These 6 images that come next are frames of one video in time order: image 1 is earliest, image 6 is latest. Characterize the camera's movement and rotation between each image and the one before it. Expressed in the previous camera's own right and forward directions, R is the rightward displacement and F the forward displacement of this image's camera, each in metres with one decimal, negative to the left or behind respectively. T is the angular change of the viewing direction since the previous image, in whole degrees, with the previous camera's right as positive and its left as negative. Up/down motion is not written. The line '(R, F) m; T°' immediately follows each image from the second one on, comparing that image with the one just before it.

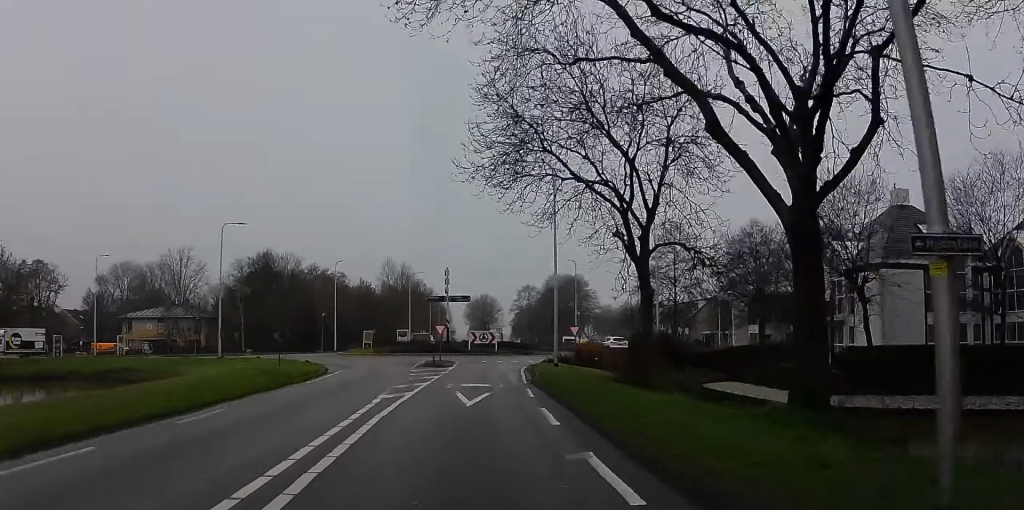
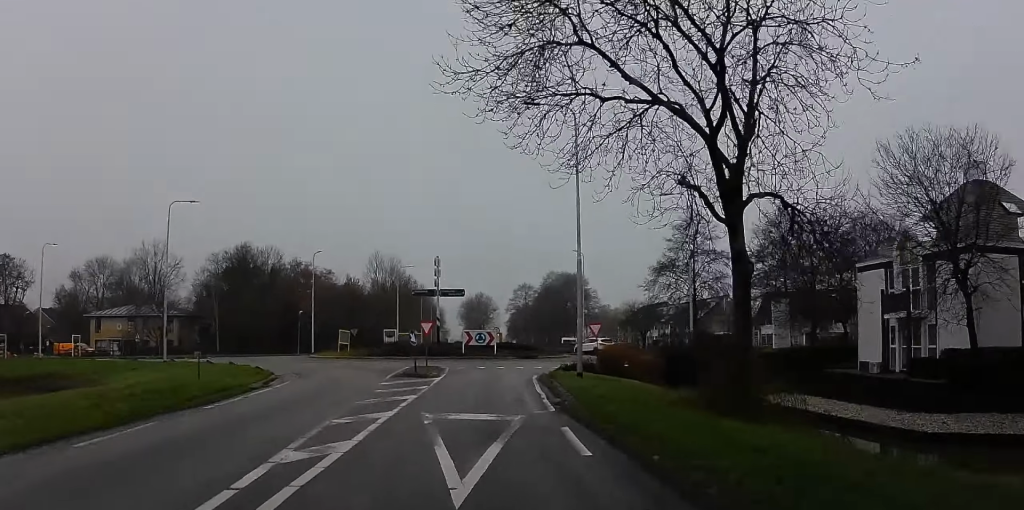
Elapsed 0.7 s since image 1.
(0.0, +9.0) m; 0°
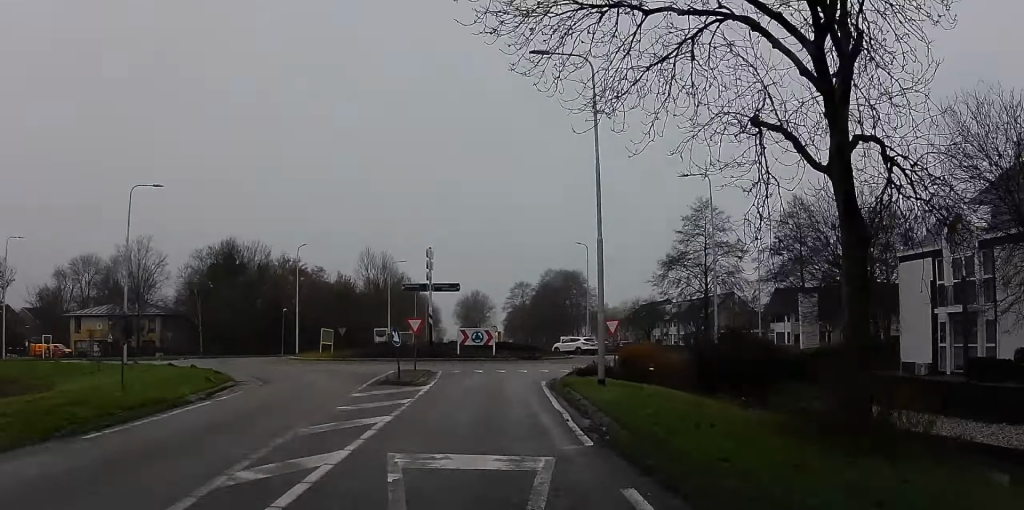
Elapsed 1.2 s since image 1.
(0.0, +5.3) m; 0°
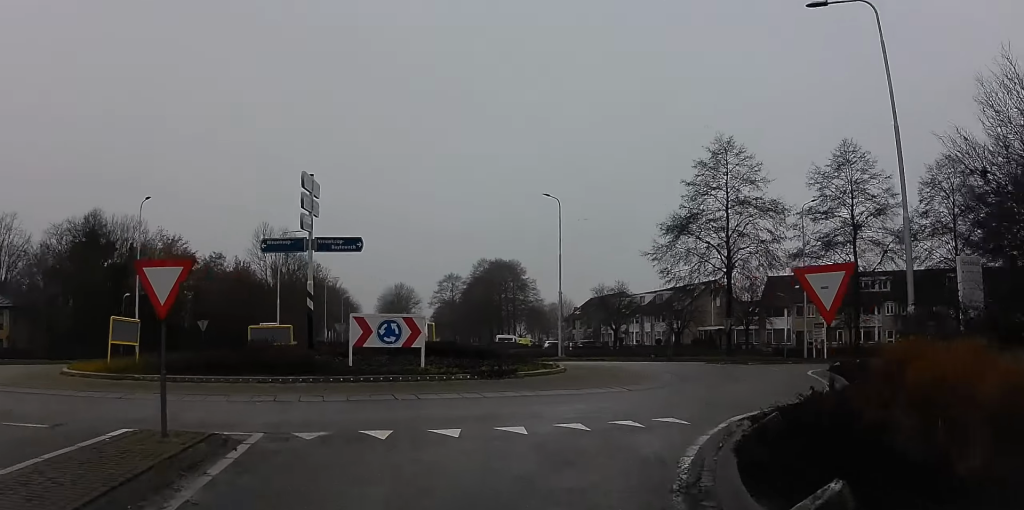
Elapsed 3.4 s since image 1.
(+0.1, +20.5) m; +4°
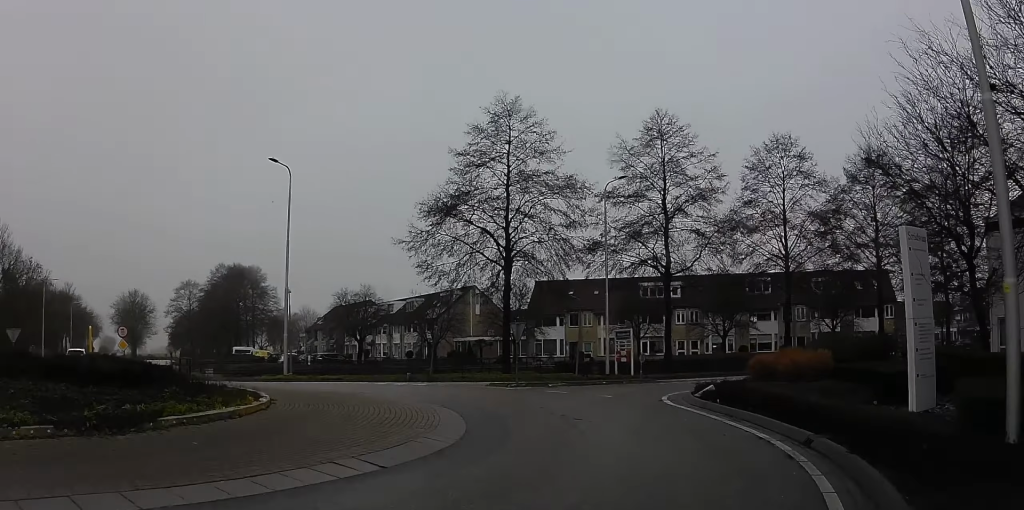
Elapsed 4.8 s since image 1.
(+1.0, +10.2) m; +12°
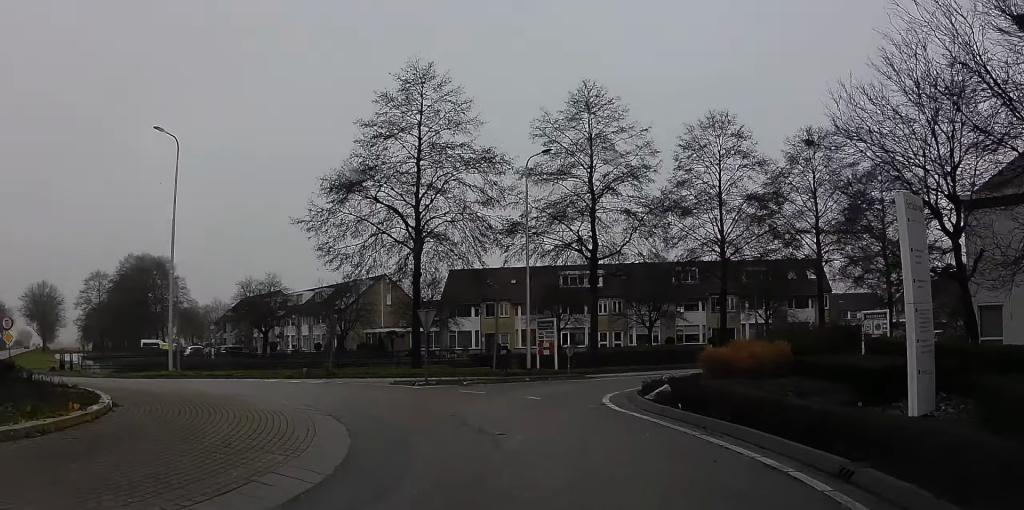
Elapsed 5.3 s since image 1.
(-0.1, +3.3) m; +5°
